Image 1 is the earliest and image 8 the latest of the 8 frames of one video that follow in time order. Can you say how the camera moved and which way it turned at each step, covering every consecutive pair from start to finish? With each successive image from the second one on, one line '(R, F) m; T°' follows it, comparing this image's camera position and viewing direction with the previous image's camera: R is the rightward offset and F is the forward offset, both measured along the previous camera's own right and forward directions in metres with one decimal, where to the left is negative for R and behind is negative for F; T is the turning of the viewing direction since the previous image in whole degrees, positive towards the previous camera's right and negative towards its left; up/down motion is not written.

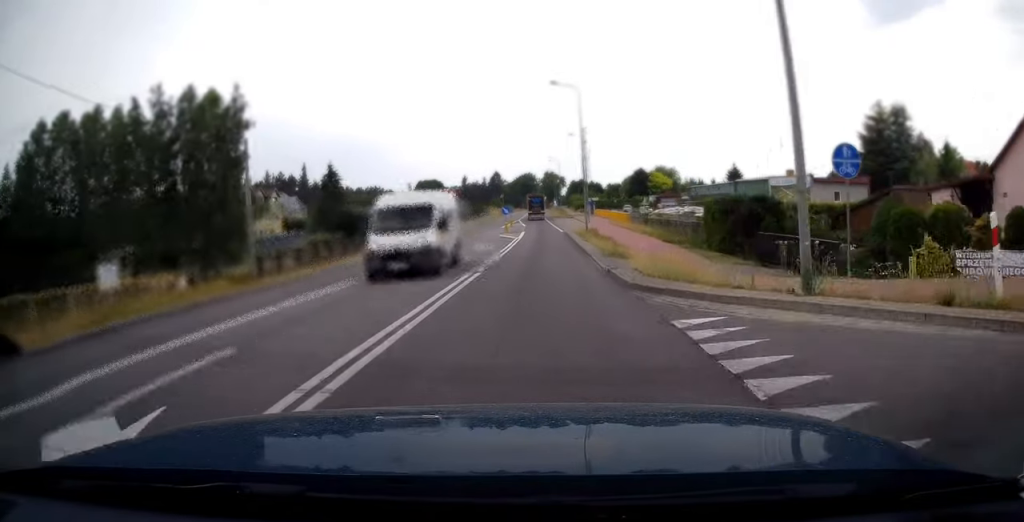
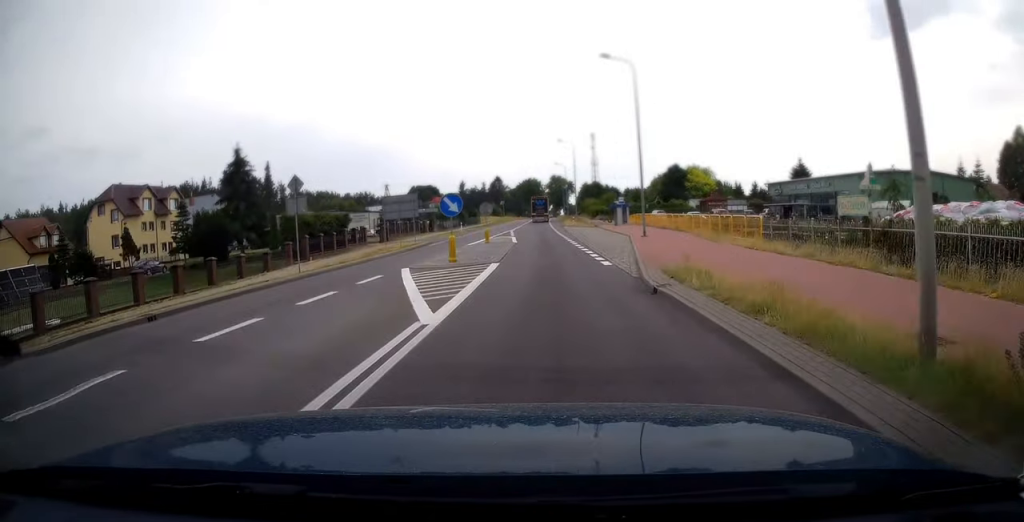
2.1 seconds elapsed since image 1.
(-0.1, +34.6) m; 0°
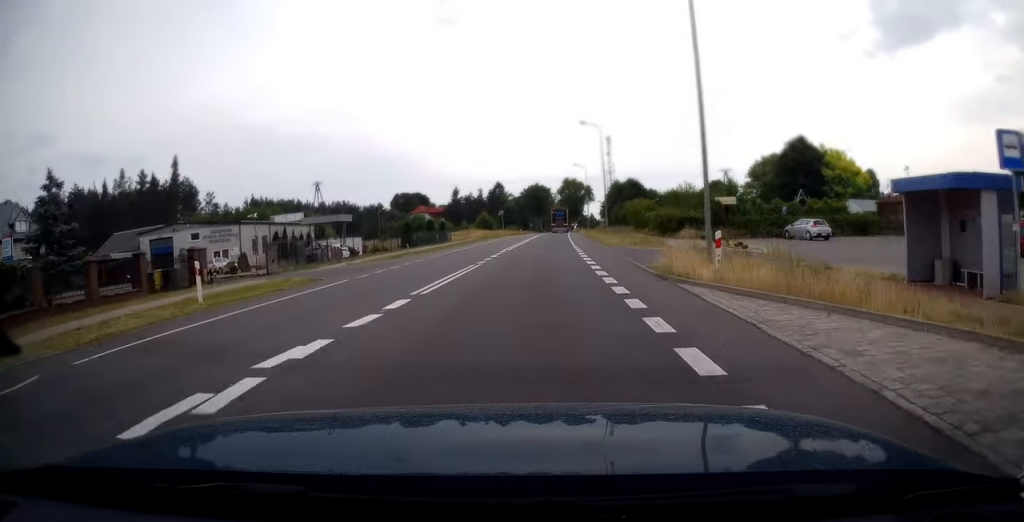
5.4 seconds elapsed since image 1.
(-0.3, +55.2) m; -1°
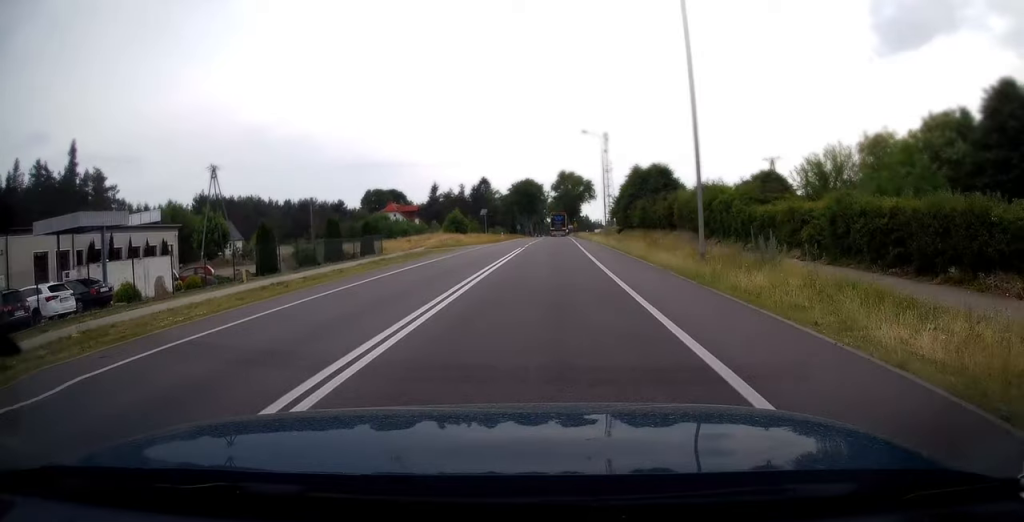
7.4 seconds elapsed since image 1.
(-0.1, +33.4) m; 0°
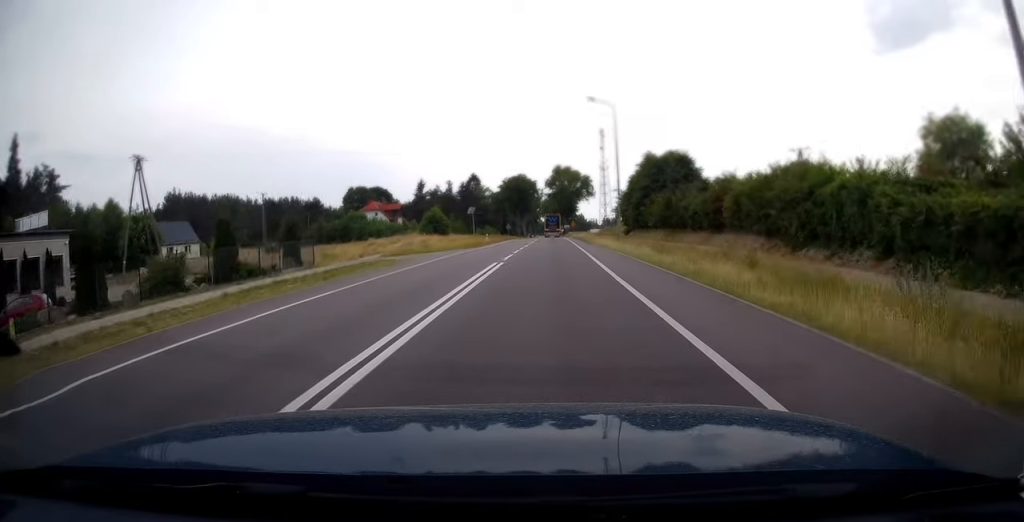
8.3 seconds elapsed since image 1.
(+0.1, +14.9) m; 0°
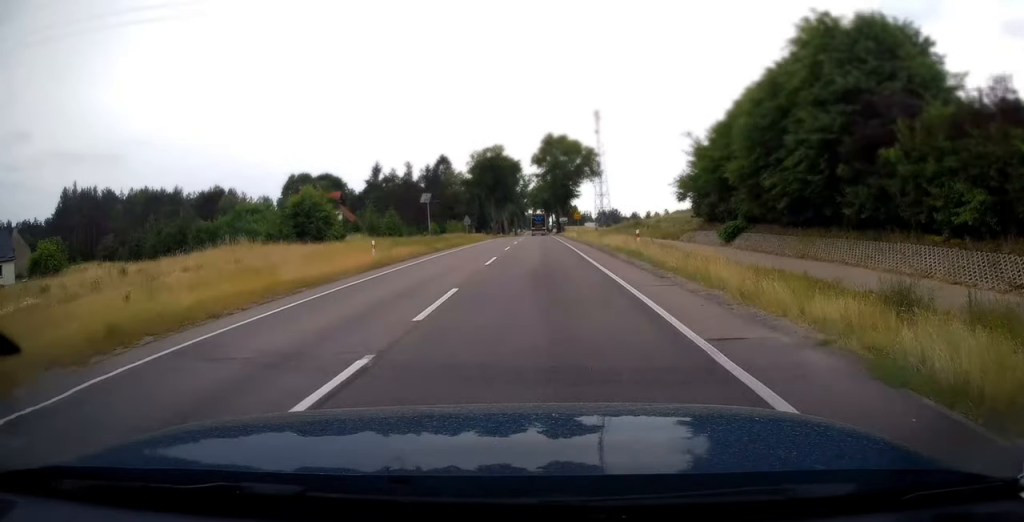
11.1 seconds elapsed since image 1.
(+0.7, +46.4) m; +1°
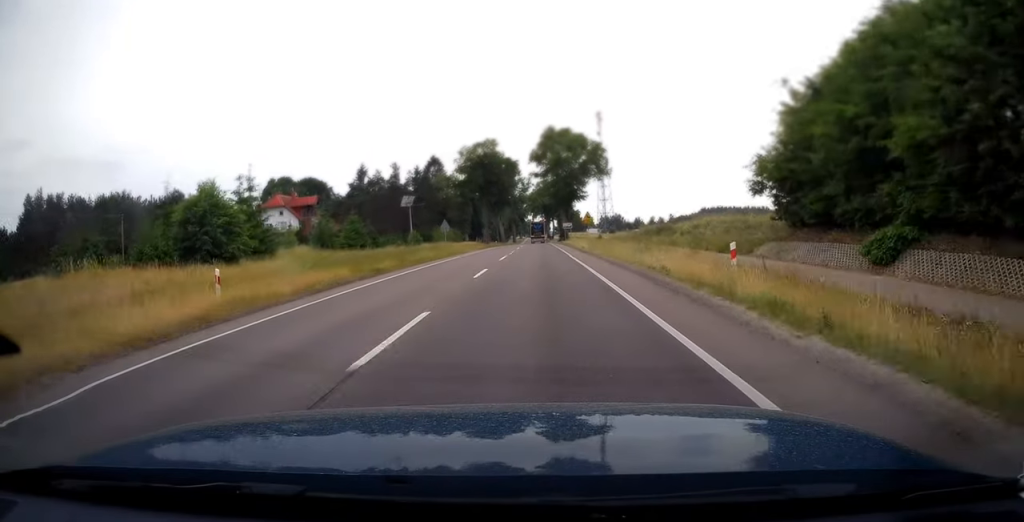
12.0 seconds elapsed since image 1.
(0.0, +15.1) m; 0°
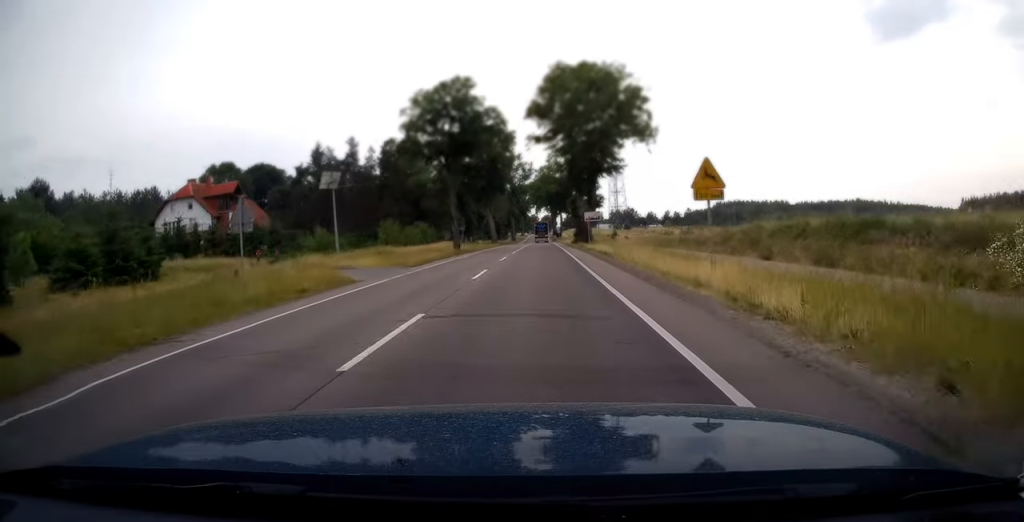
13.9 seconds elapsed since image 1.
(-0.1, +35.9) m; 0°
